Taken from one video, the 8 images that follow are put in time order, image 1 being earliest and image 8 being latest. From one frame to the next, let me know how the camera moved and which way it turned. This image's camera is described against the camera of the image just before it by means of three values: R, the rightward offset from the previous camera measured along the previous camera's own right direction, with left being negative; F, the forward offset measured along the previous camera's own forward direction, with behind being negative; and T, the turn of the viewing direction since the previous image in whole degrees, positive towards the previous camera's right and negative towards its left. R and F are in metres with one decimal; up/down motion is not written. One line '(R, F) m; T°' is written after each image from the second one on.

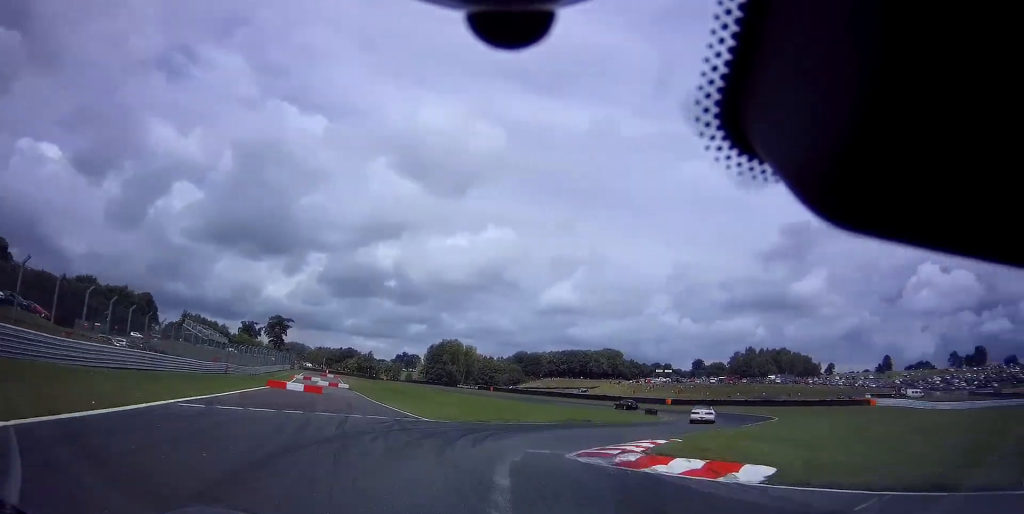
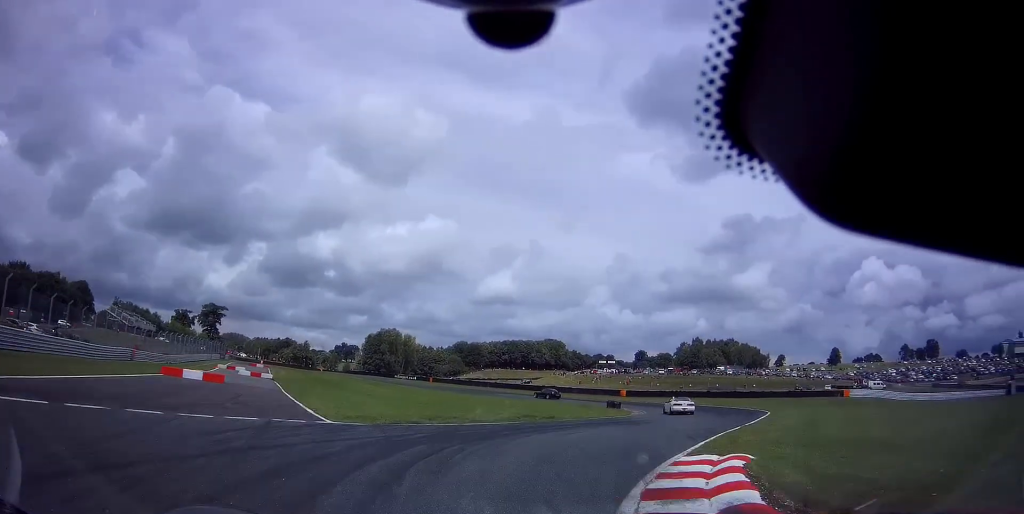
(+0.2, +7.7) m; +8°
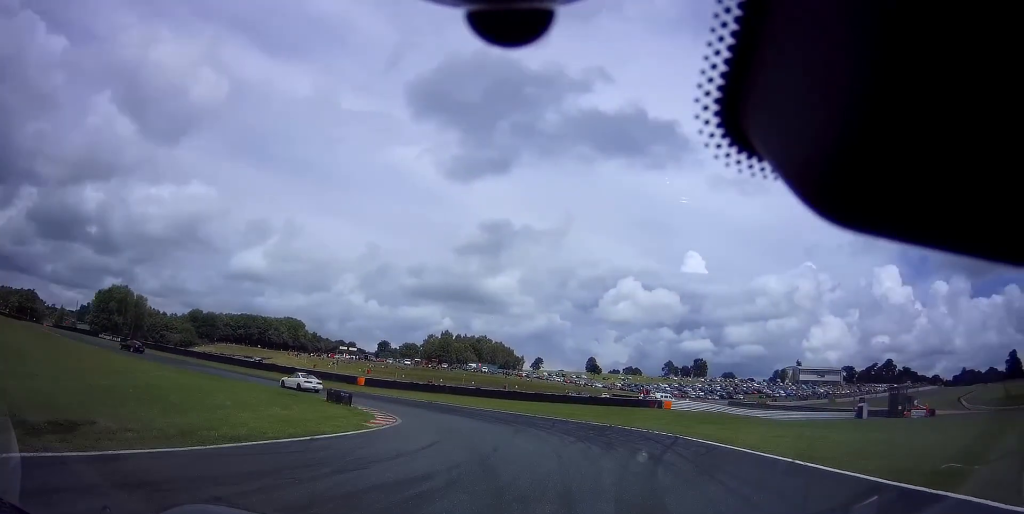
(+4.5, +21.0) m; +15°
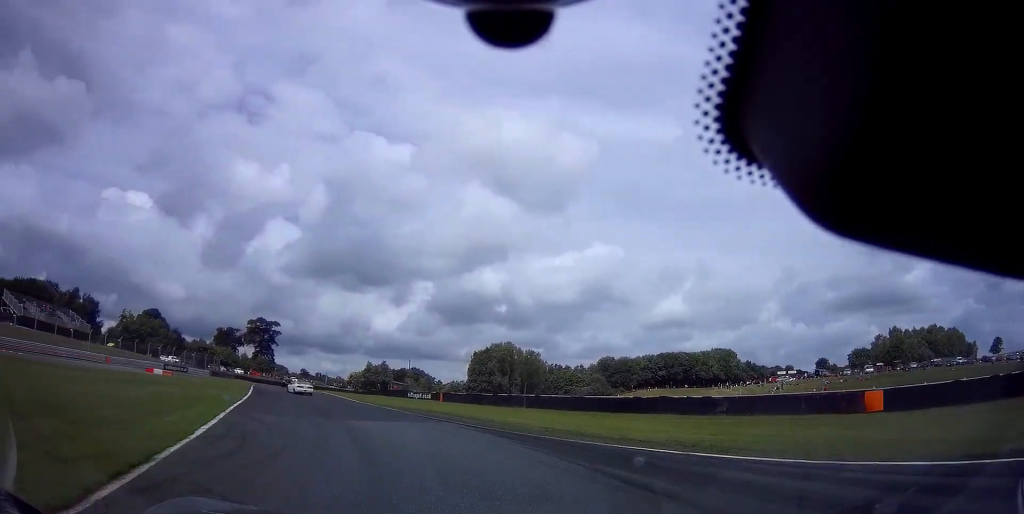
(-8.0, +38.1) m; -37°
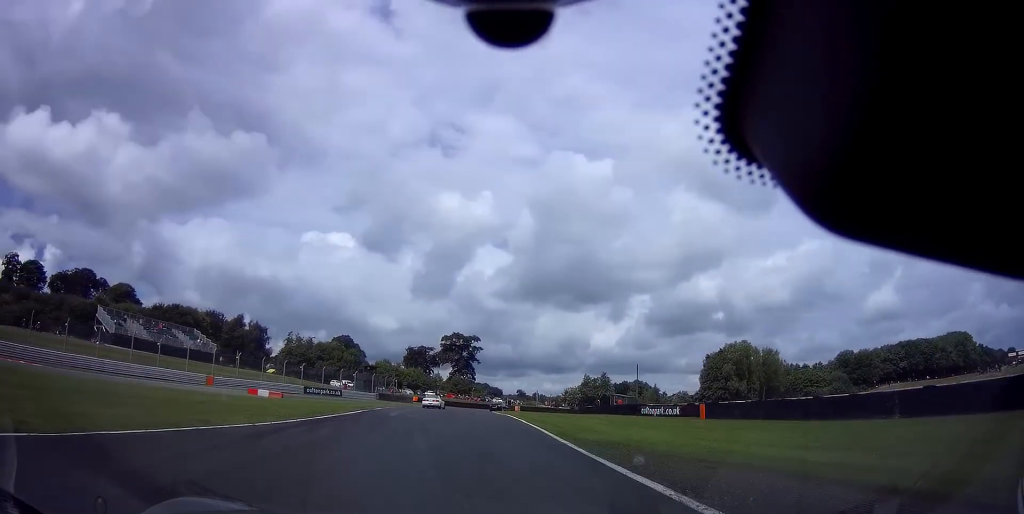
(-5.5, +23.0) m; -21°
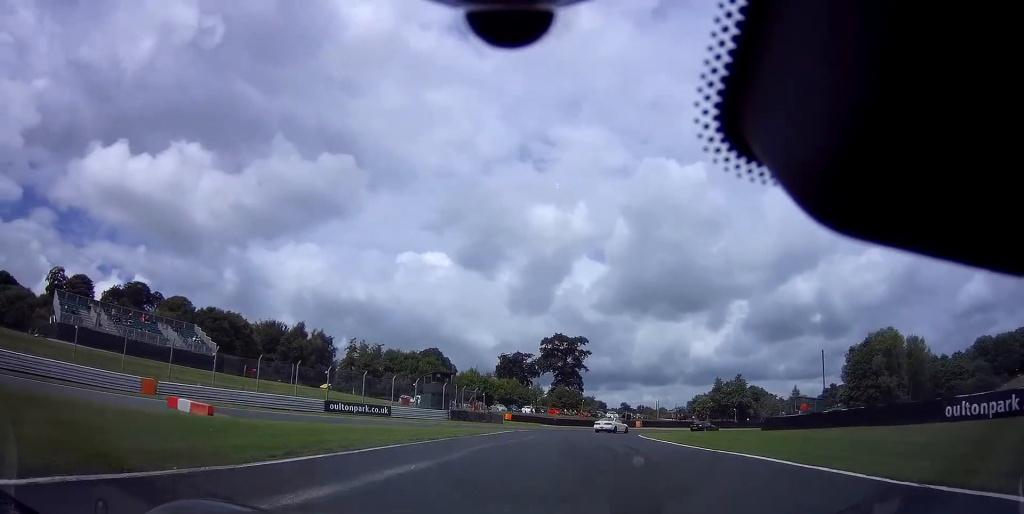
(-3.1, +25.5) m; -7°
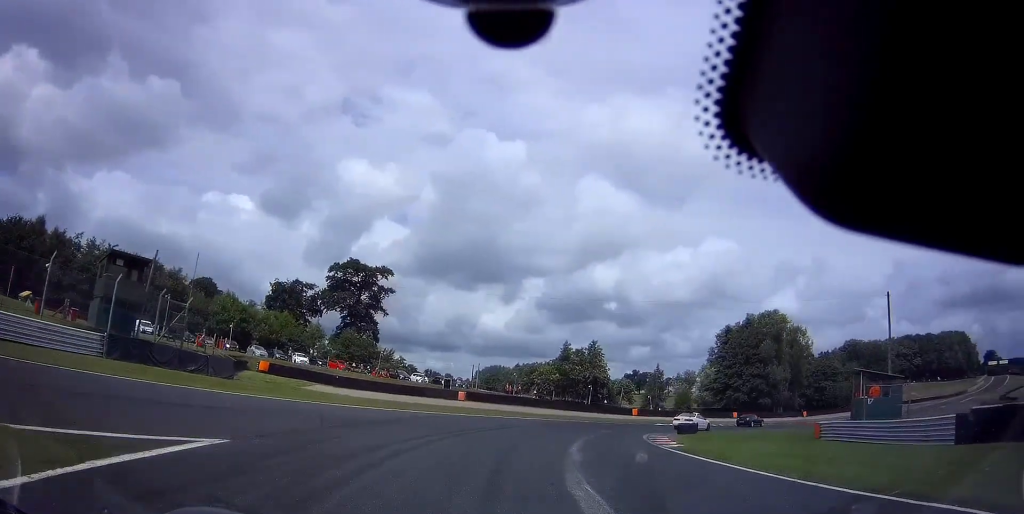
(+2.3, +32.3) m; +18°
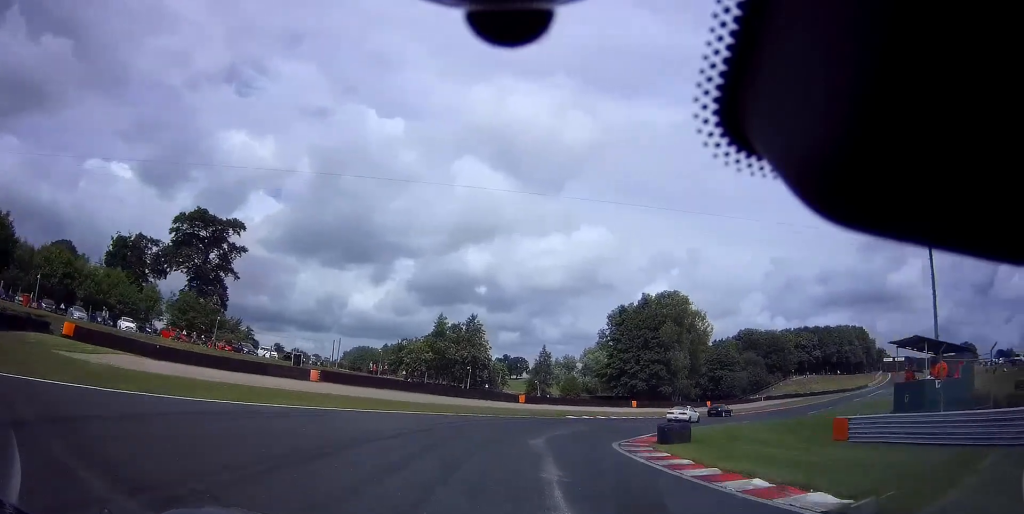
(+0.6, +12.5) m; +12°
